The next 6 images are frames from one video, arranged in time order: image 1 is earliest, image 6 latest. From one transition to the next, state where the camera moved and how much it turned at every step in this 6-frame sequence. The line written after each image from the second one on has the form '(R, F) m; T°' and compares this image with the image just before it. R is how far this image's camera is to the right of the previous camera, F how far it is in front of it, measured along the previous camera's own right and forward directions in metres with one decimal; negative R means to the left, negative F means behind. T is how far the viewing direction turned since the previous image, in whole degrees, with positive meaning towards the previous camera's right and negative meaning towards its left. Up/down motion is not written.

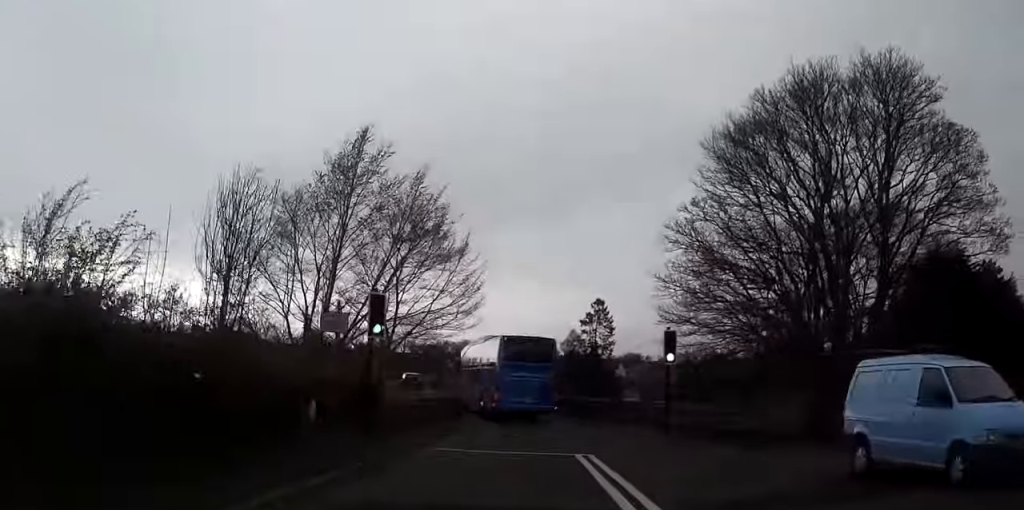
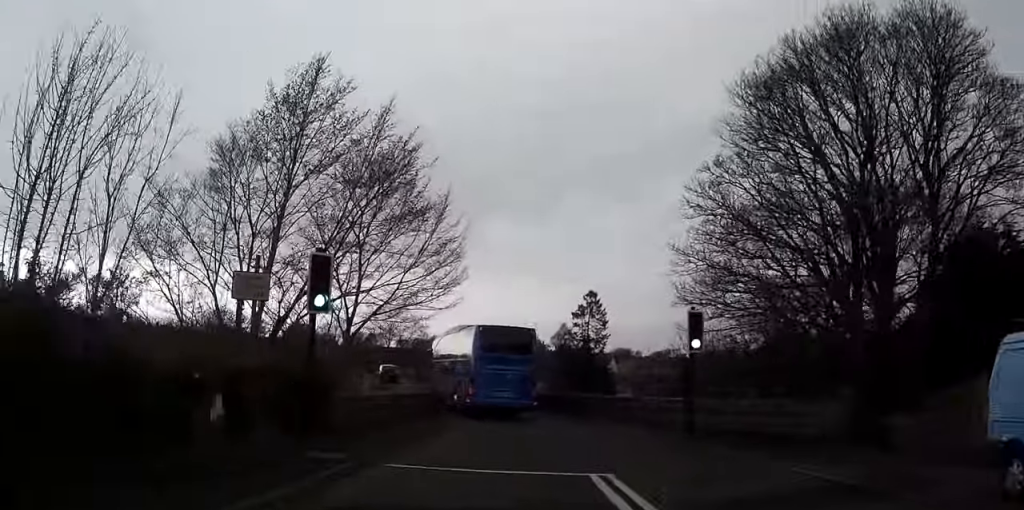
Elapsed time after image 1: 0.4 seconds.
(0.0, +4.8) m; +1°
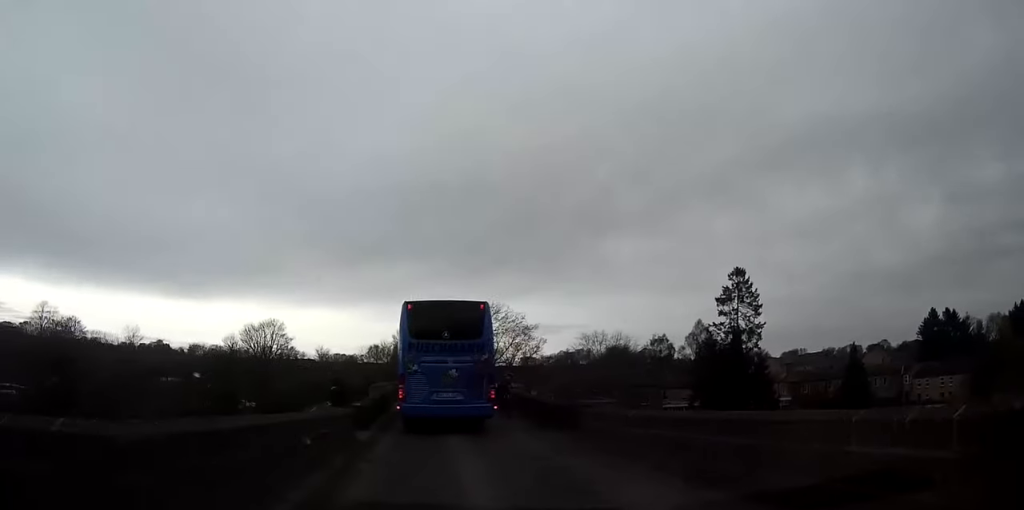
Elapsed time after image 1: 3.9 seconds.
(0.0, +30.2) m; -7°
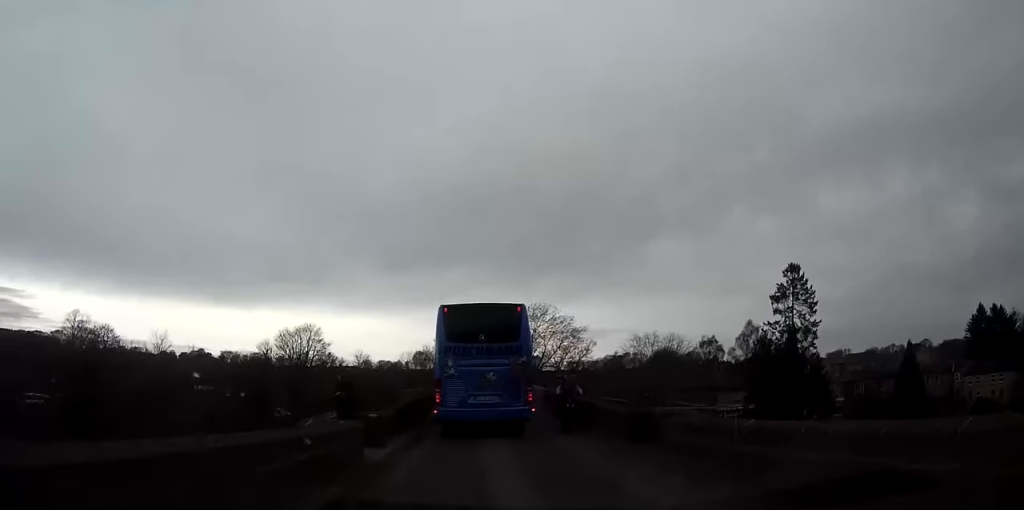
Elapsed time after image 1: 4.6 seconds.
(-0.3, +4.5) m; -3°
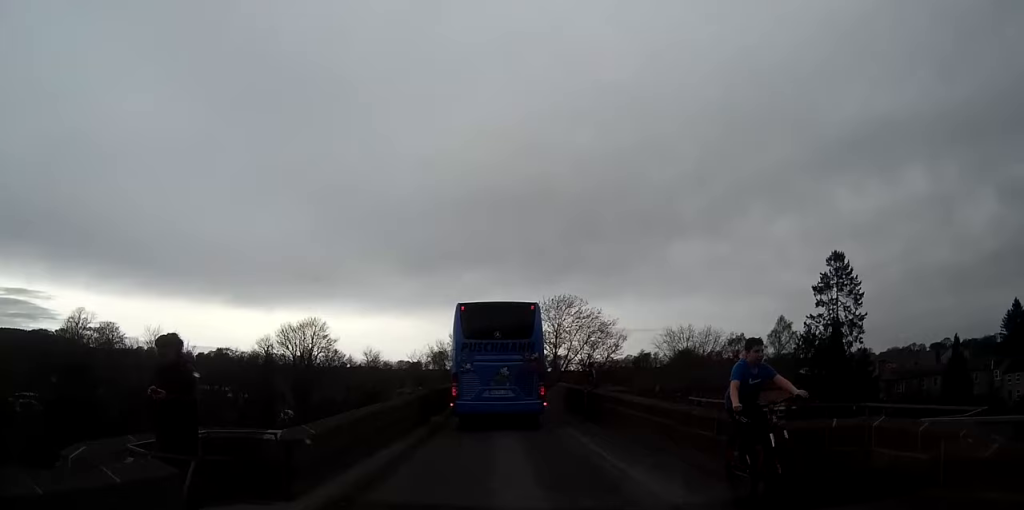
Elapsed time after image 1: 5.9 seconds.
(-0.1, +8.2) m; -1°
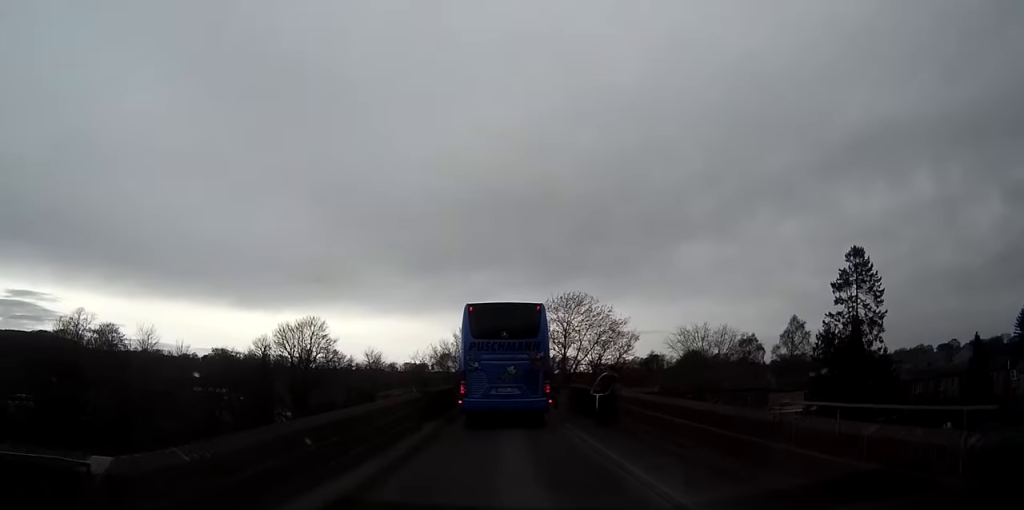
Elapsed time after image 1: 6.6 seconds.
(0.0, +3.8) m; 0°
